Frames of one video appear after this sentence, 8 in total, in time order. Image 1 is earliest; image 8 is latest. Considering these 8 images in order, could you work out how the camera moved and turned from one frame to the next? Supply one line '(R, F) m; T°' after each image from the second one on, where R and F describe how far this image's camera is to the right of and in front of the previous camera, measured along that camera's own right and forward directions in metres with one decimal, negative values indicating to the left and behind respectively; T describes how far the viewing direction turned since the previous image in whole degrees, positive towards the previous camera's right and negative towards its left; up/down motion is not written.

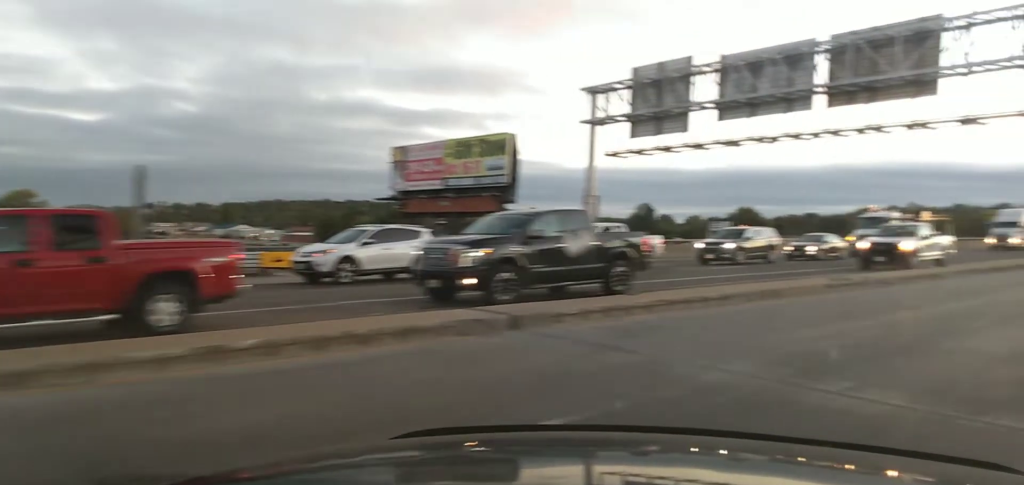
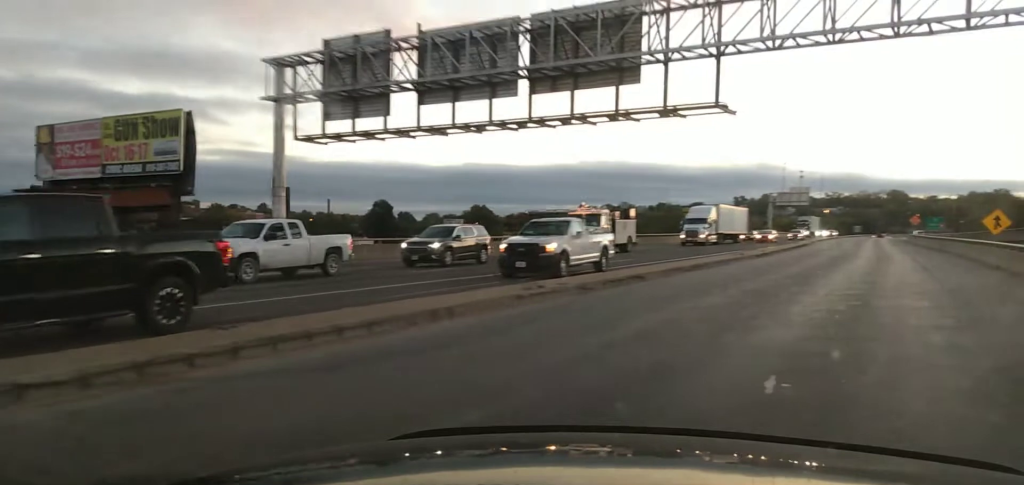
(+0.3, +4.9) m; +5°
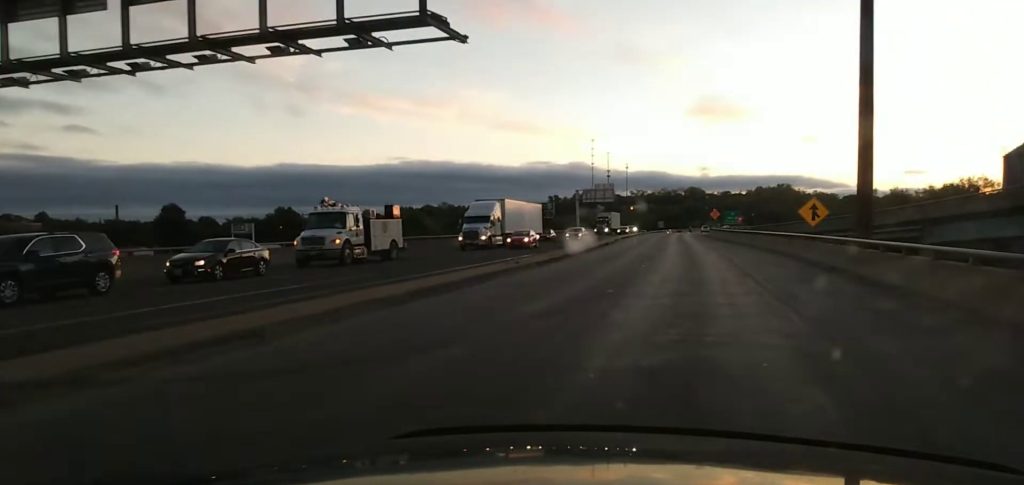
(+0.3, +12.7) m; +1°
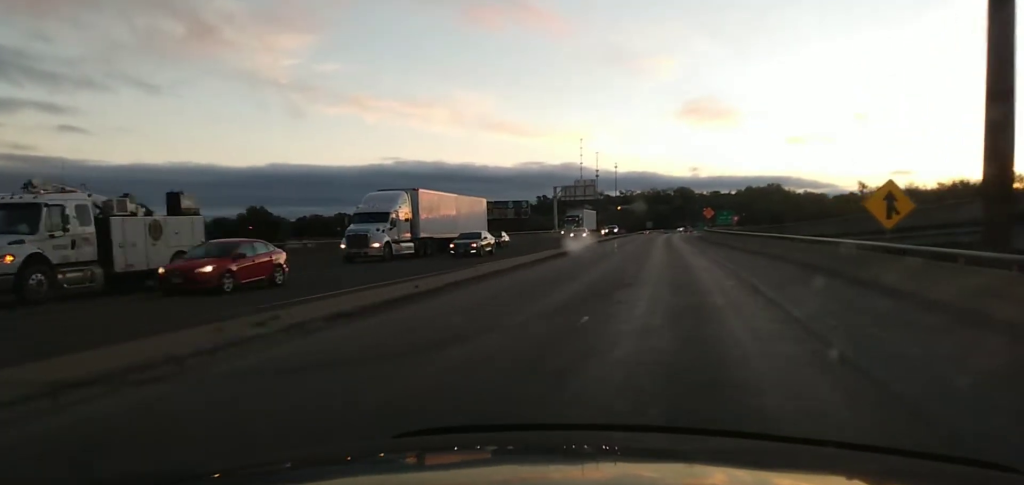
(+0.4, +18.5) m; +4°
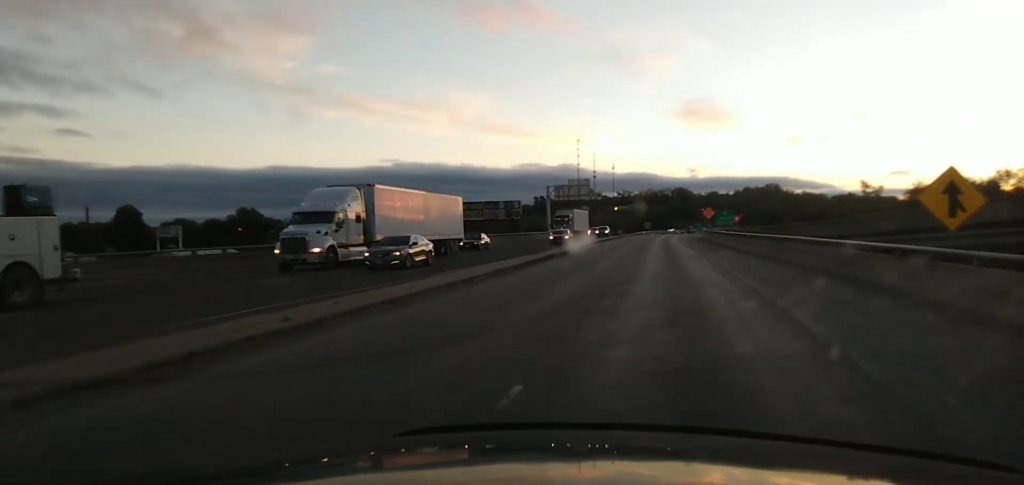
(0.0, +4.1) m; +1°
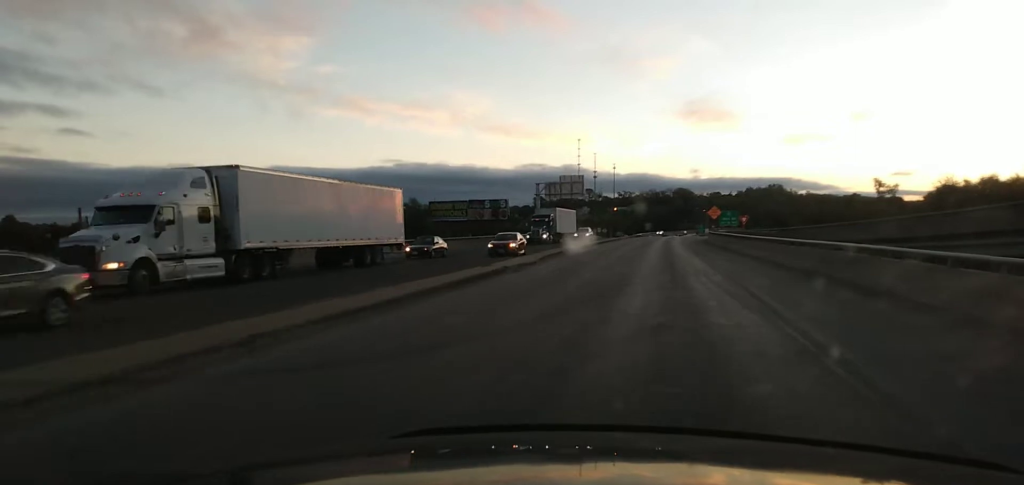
(+0.1, +6.5) m; +1°
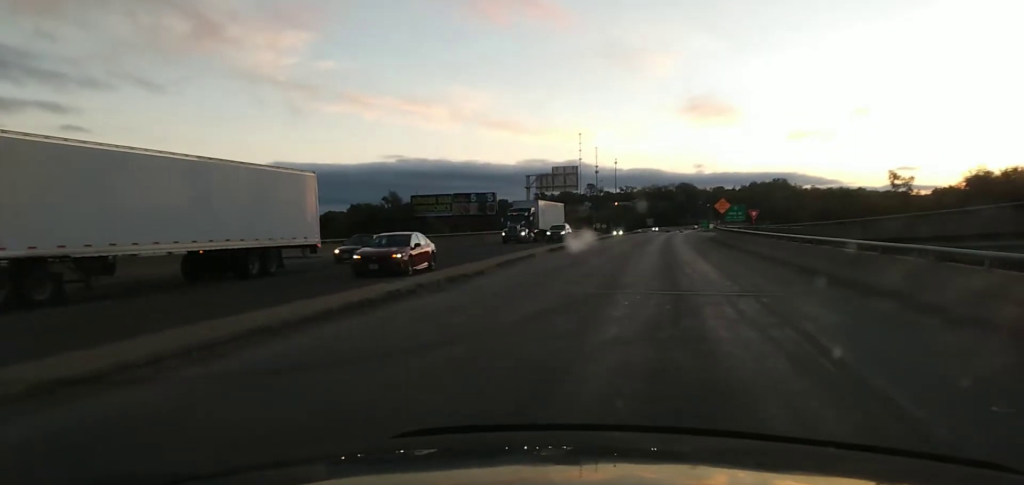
(0.0, +6.9) m; -1°
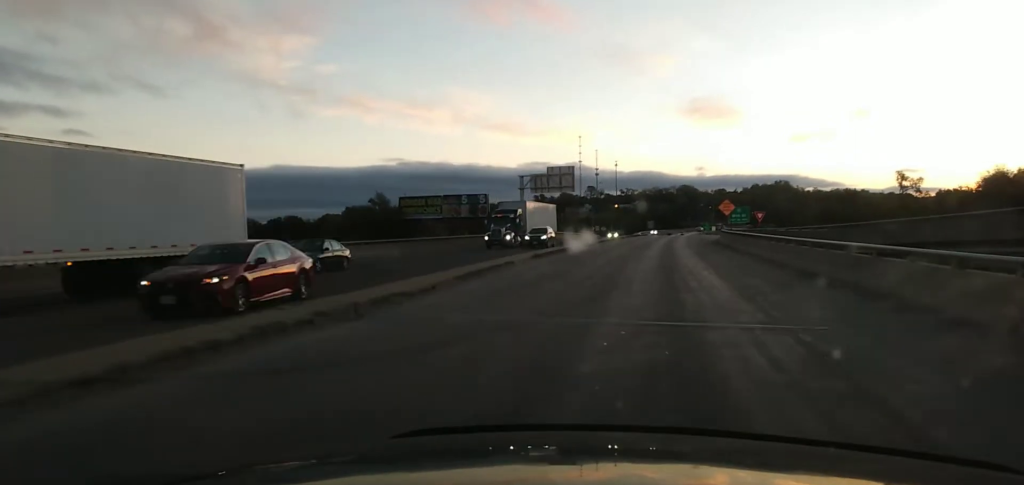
(0.0, +3.7) m; -1°
